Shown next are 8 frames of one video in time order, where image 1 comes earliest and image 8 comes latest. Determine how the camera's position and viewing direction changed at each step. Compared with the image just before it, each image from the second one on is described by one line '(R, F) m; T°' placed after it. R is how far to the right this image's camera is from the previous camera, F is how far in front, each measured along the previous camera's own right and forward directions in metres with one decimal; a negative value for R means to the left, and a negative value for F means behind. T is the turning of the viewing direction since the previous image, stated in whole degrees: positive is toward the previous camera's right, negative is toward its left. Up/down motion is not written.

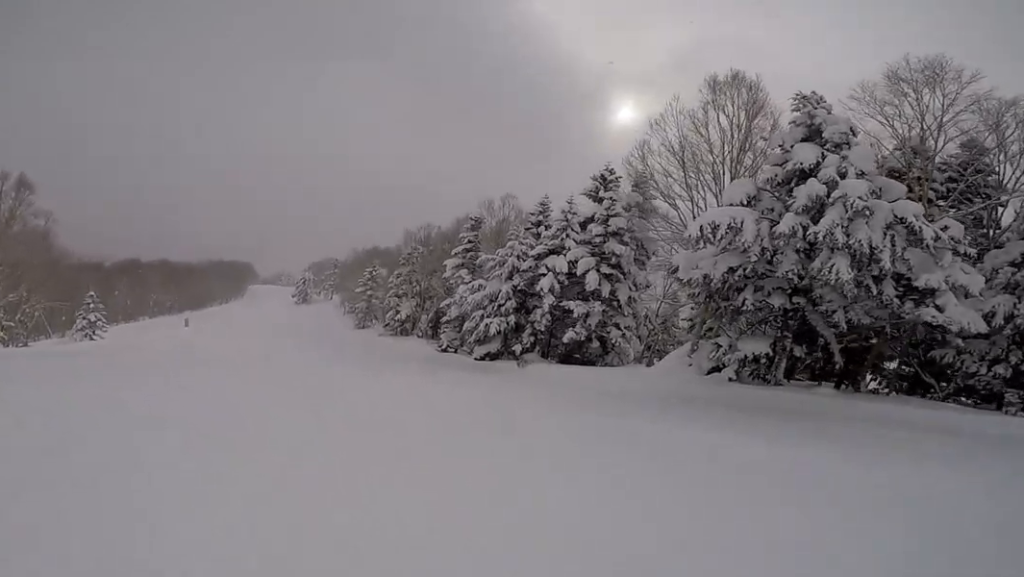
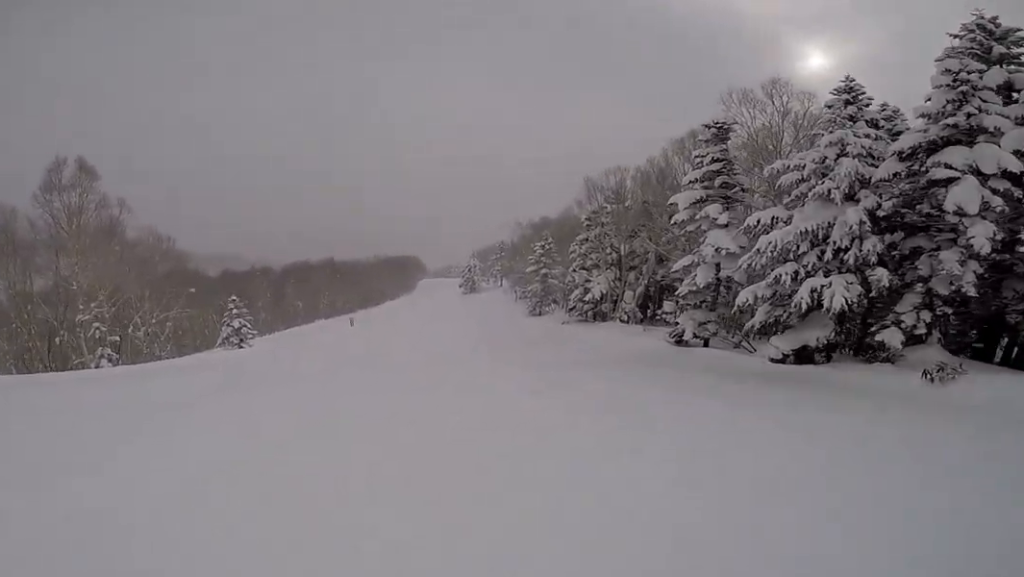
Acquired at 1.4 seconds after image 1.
(-2.0, +11.6) m; -16°
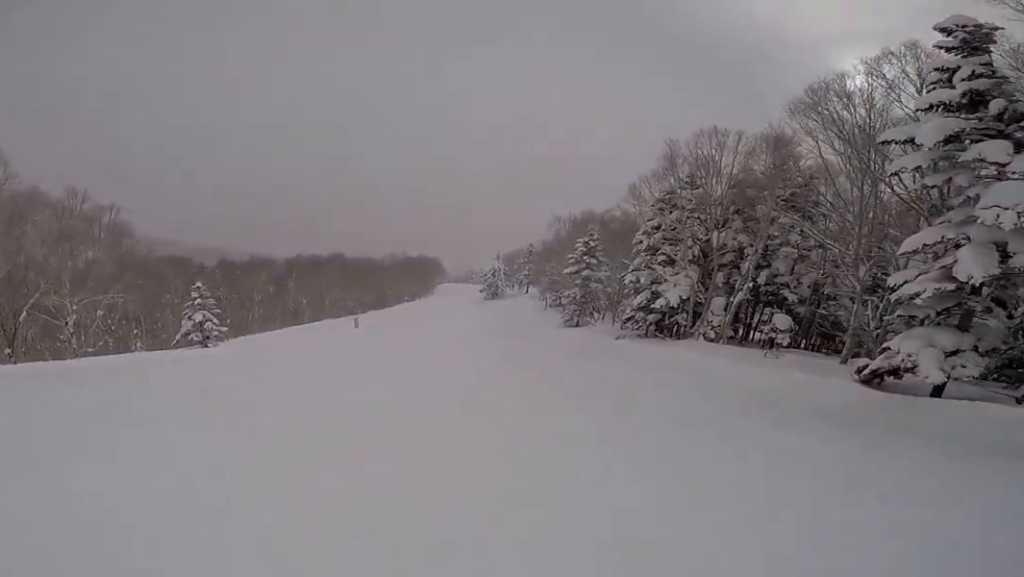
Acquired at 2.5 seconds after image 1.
(-0.1, +9.8) m; +2°
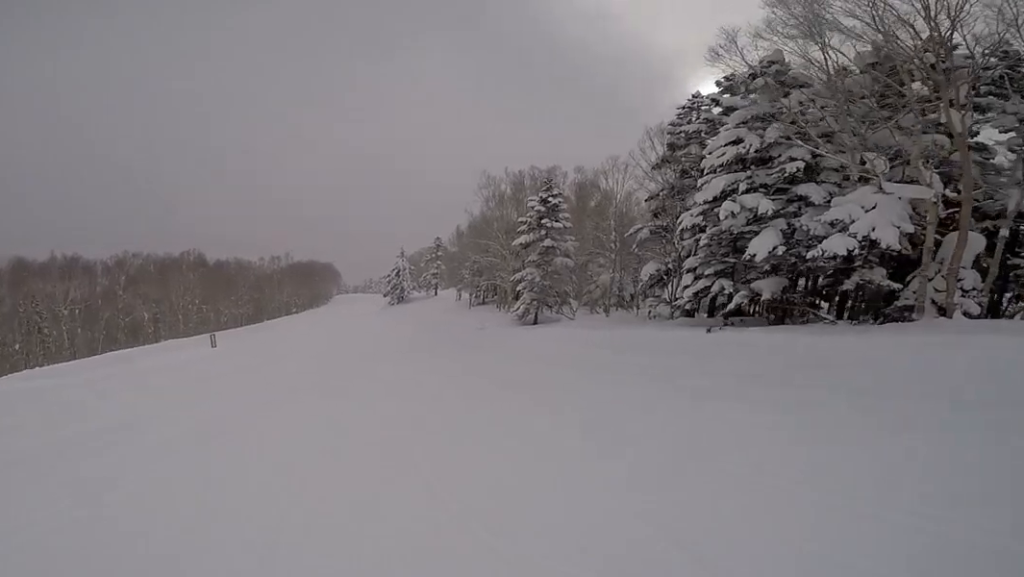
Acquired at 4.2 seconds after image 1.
(+0.6, +17.6) m; -2°
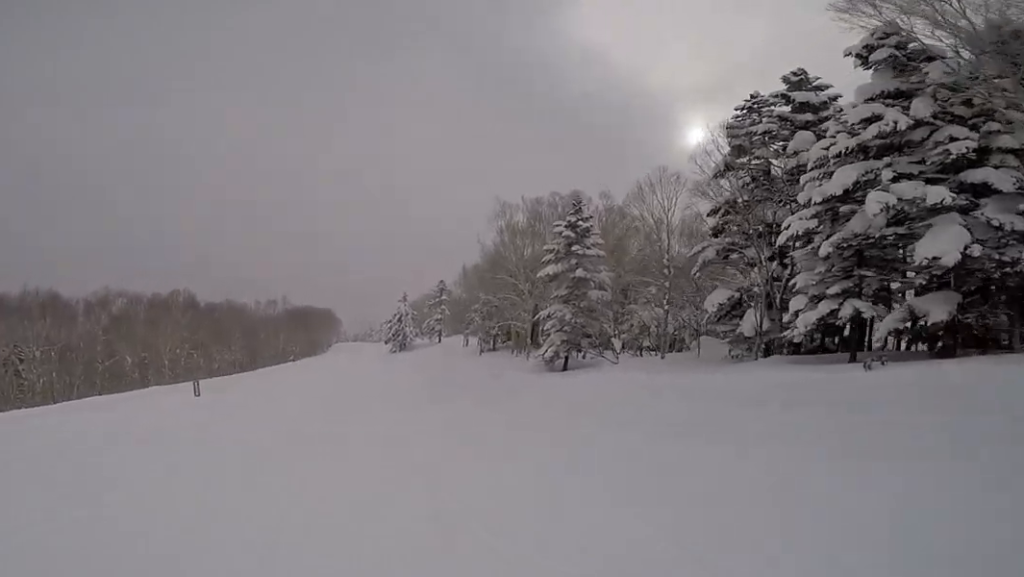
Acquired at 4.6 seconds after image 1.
(+0.2, +4.6) m; -4°
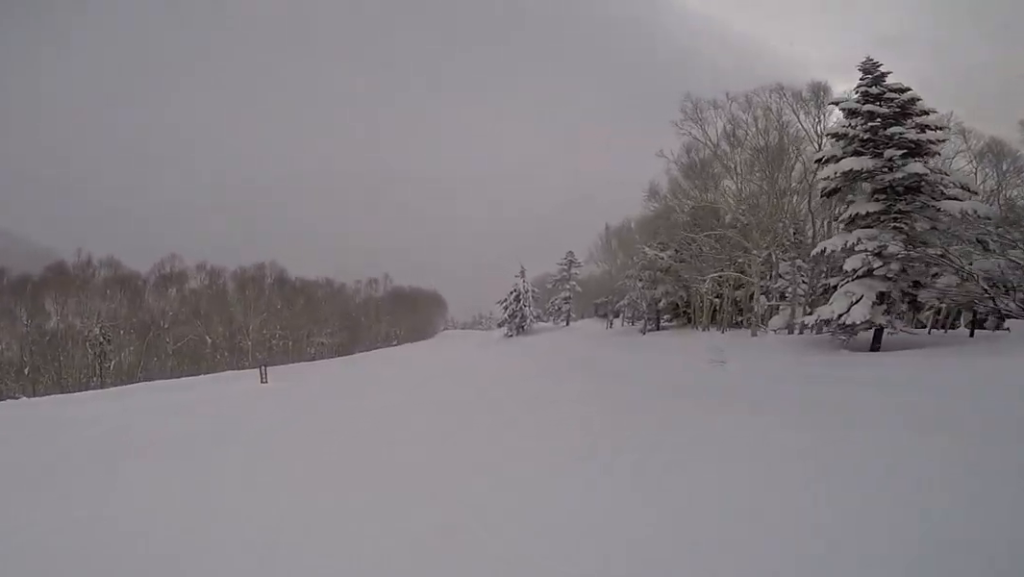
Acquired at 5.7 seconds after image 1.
(-1.4, +11.7) m; -1°
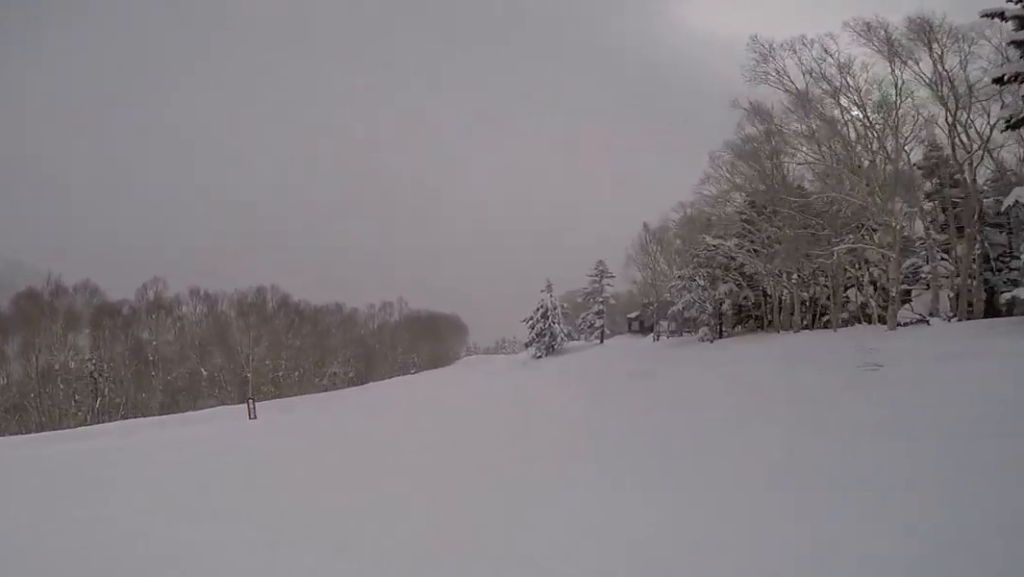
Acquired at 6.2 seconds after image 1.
(+0.5, +5.5) m; +4°
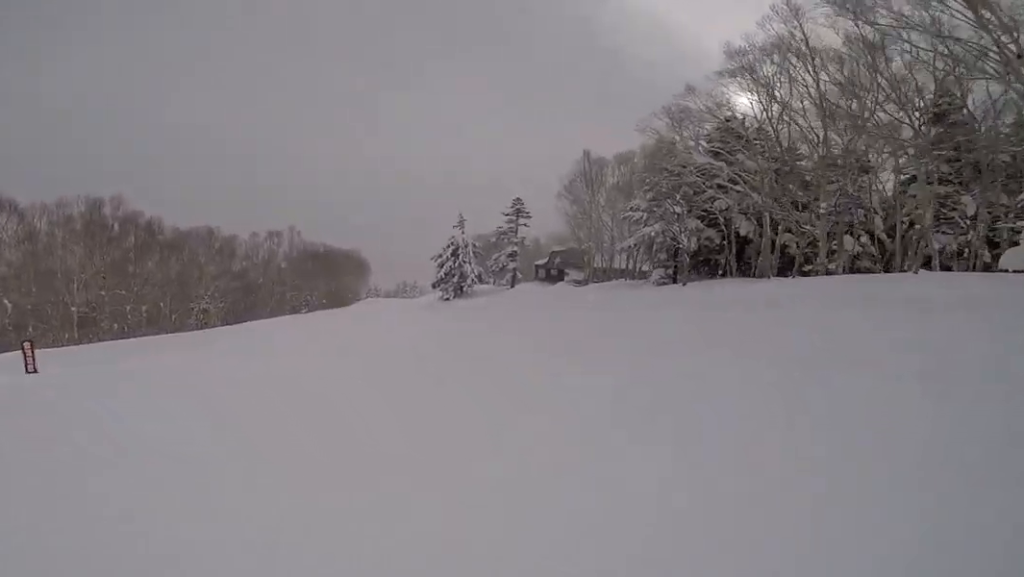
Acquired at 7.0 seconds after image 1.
(+0.7, +8.2) m; +4°
